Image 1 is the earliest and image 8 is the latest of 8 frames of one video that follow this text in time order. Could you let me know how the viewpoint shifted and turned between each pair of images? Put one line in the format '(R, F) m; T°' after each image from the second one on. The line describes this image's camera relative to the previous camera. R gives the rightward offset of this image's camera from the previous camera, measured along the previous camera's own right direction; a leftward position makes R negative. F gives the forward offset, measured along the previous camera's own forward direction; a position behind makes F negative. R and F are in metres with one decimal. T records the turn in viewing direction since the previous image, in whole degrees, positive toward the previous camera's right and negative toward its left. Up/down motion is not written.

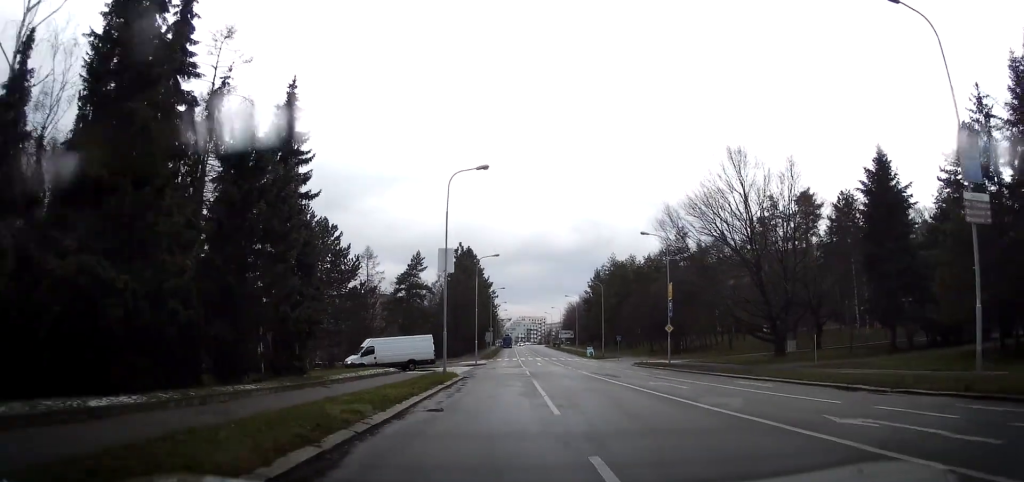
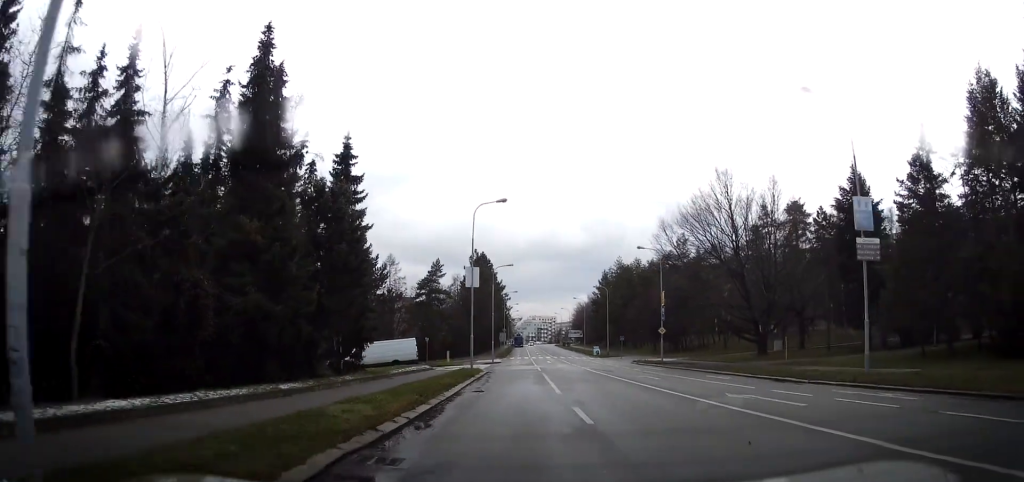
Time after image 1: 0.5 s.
(0.0, +7.0) m; -1°
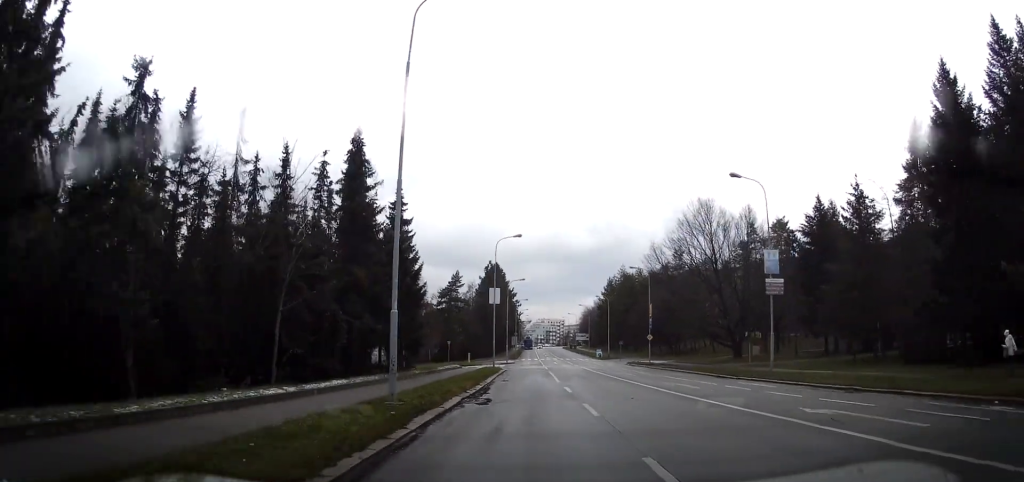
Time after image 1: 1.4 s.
(+0.1, +10.9) m; -2°
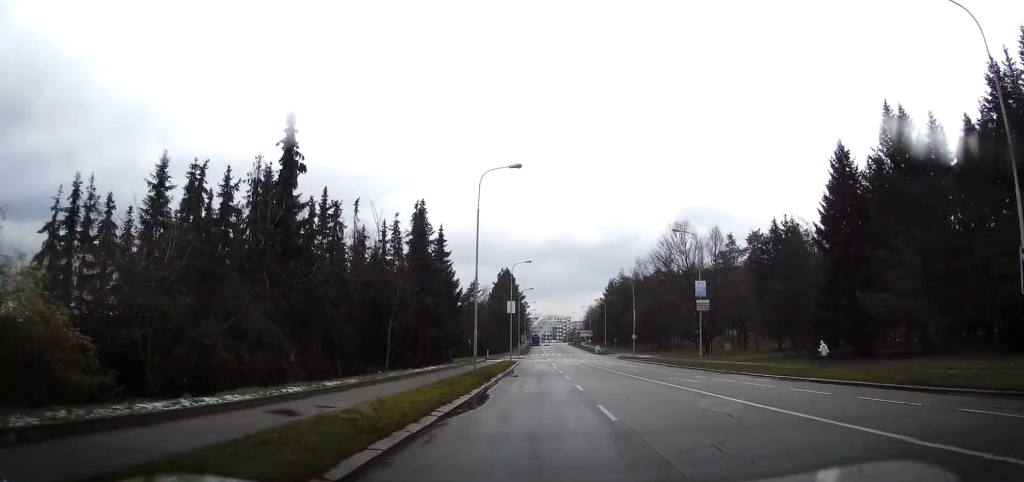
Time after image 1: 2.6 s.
(-0.4, +15.7) m; 0°
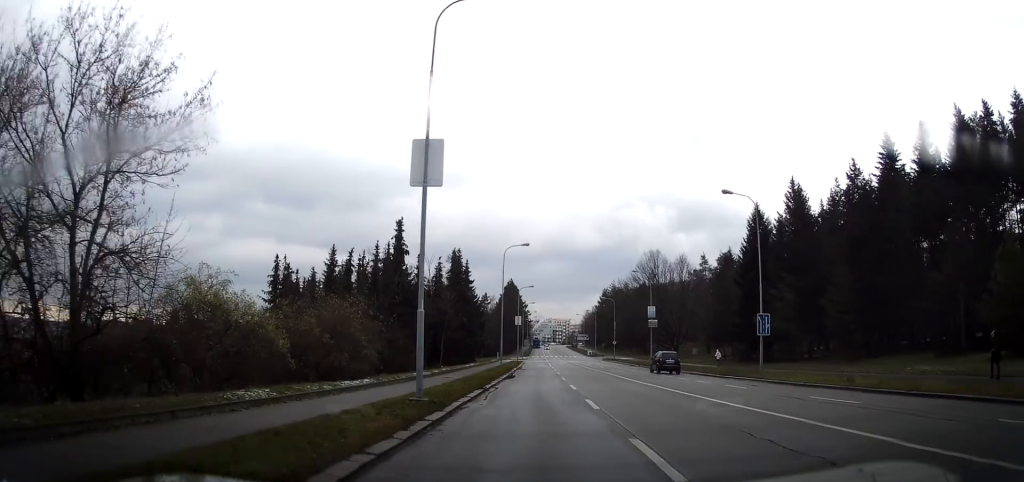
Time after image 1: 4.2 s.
(+0.5, +21.2) m; +1°
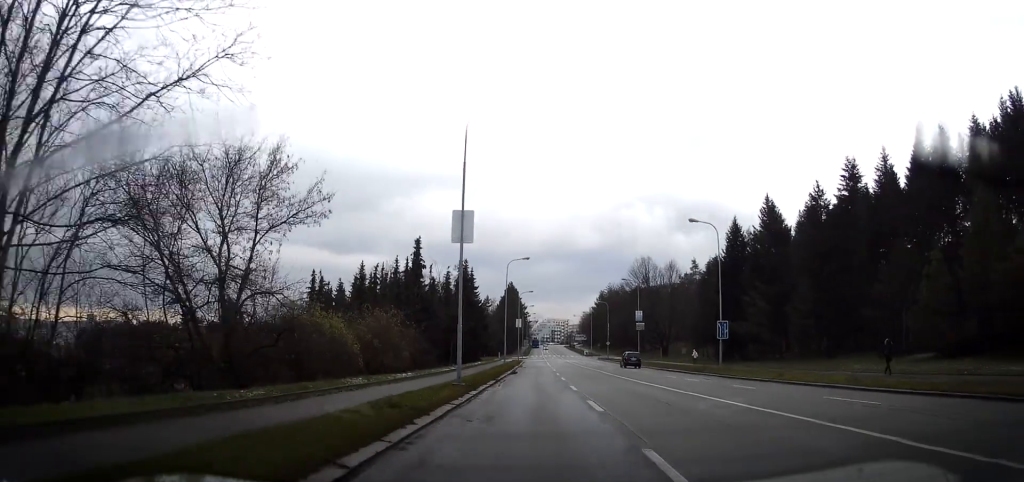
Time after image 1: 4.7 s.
(0.0, +7.6) m; 0°
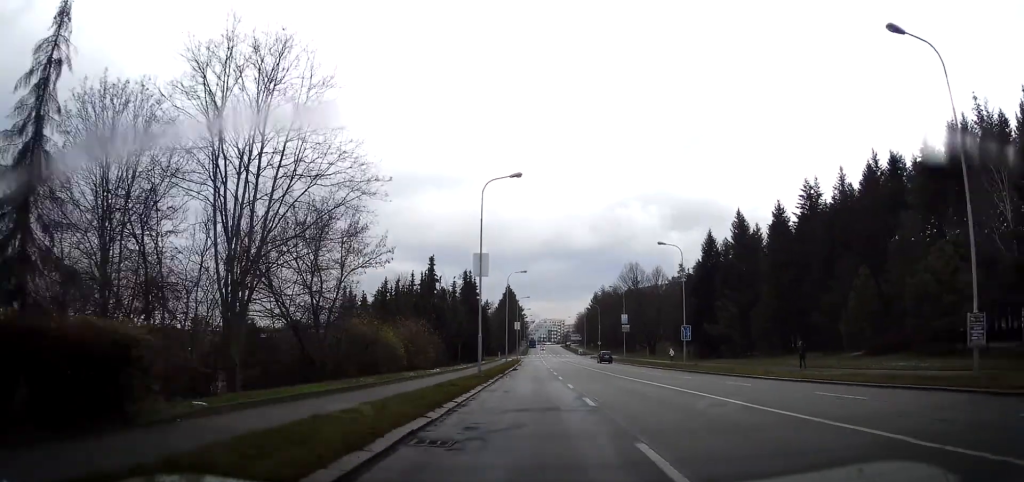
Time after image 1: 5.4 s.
(0.0, +9.4) m; 0°
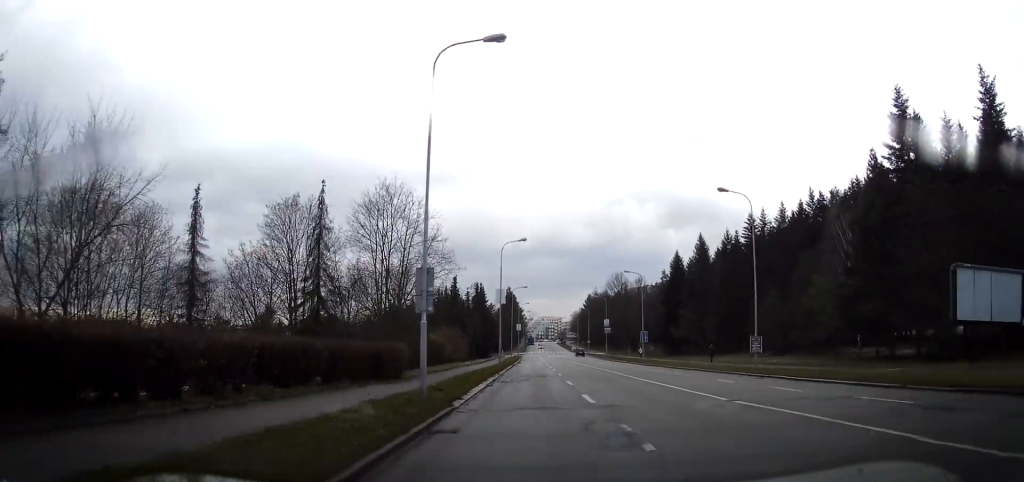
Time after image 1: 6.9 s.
(+0.2, +19.6) m; +1°
